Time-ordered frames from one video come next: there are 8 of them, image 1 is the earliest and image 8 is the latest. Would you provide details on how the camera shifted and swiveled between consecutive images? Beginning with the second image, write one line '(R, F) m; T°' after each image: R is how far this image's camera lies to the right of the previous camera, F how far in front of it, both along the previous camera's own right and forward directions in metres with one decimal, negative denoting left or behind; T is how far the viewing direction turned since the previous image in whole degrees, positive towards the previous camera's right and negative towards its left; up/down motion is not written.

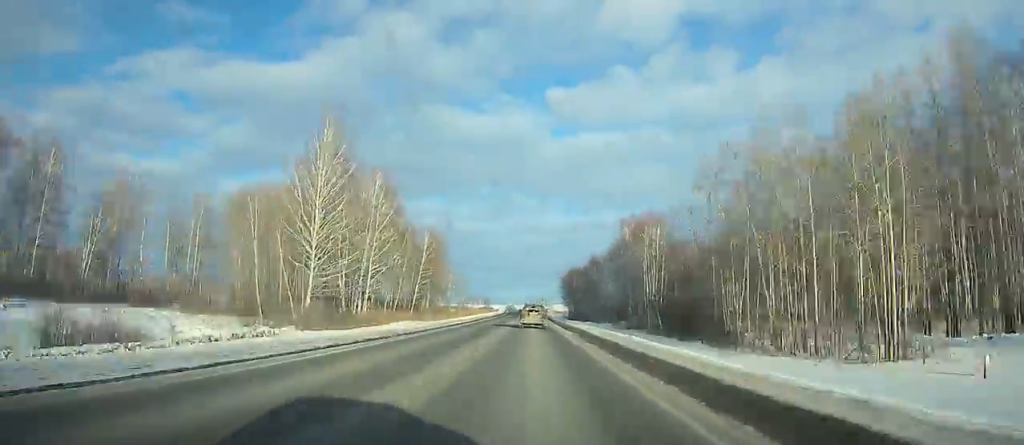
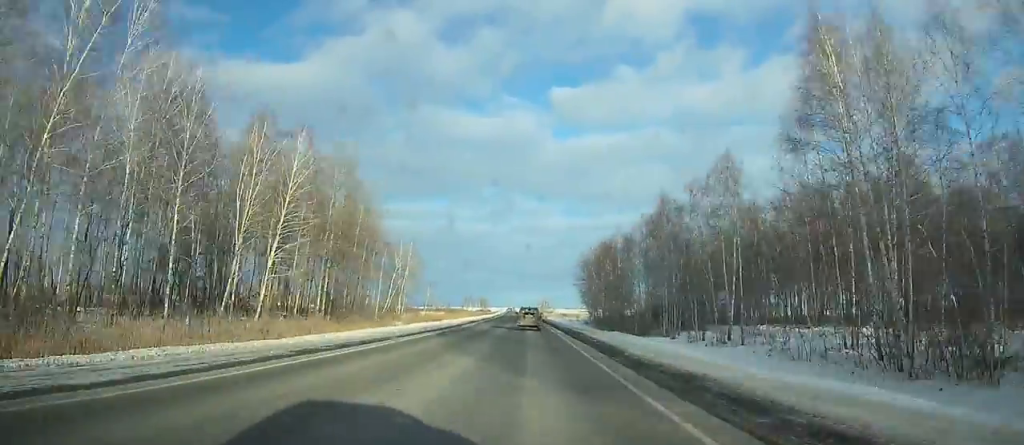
(-0.3, +58.0) m; -1°
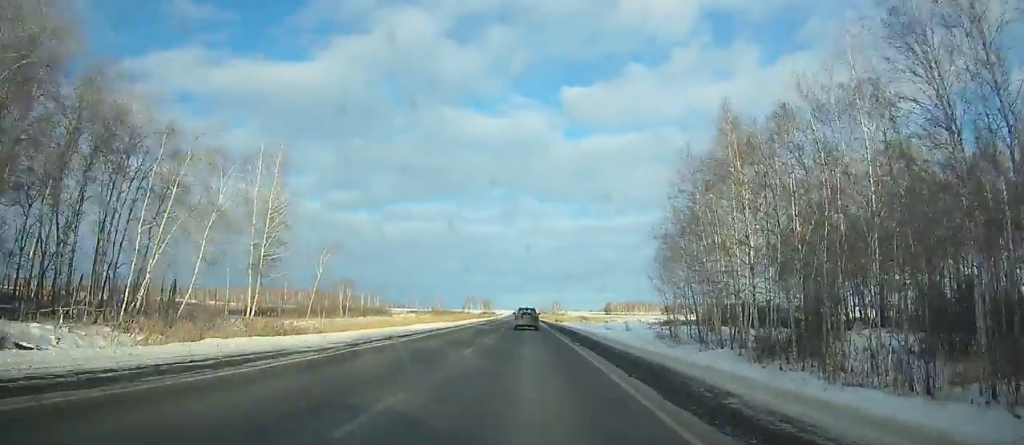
(-0.3, +62.0) m; -1°
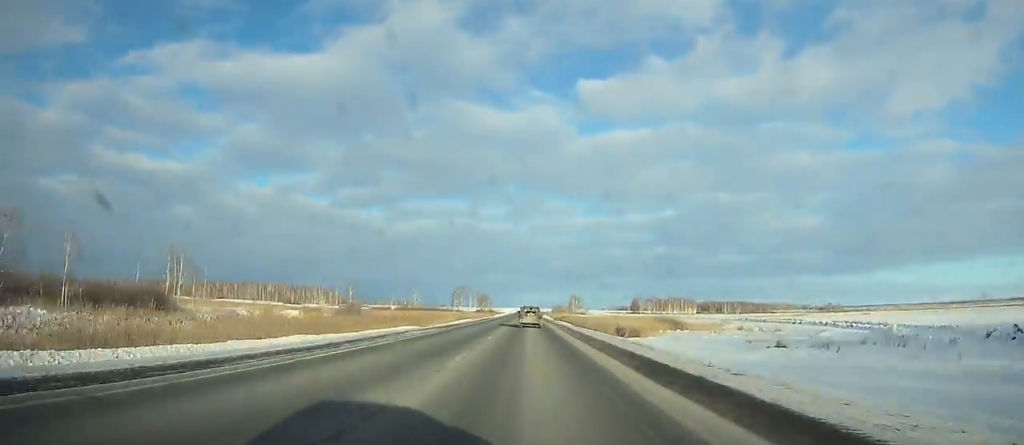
(-1.1, +124.6) m; -1°
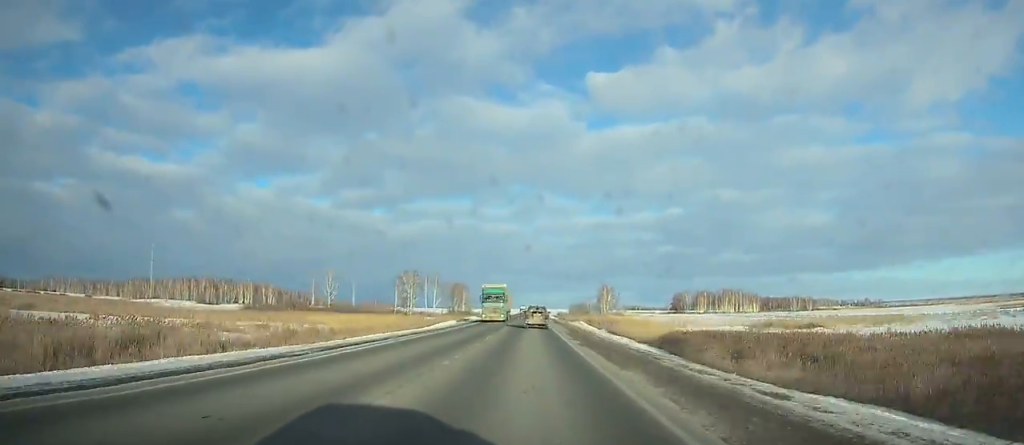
(-0.6, +155.0) m; 0°
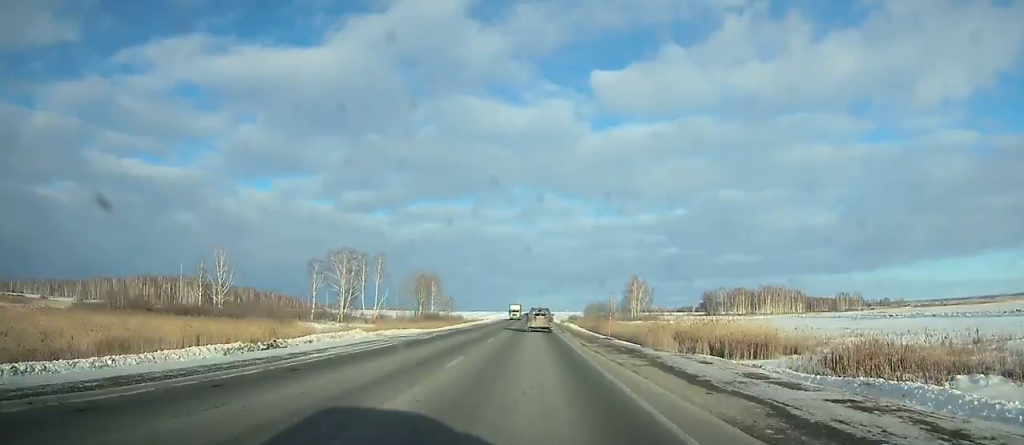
(-0.1, +69.6) m; 0°
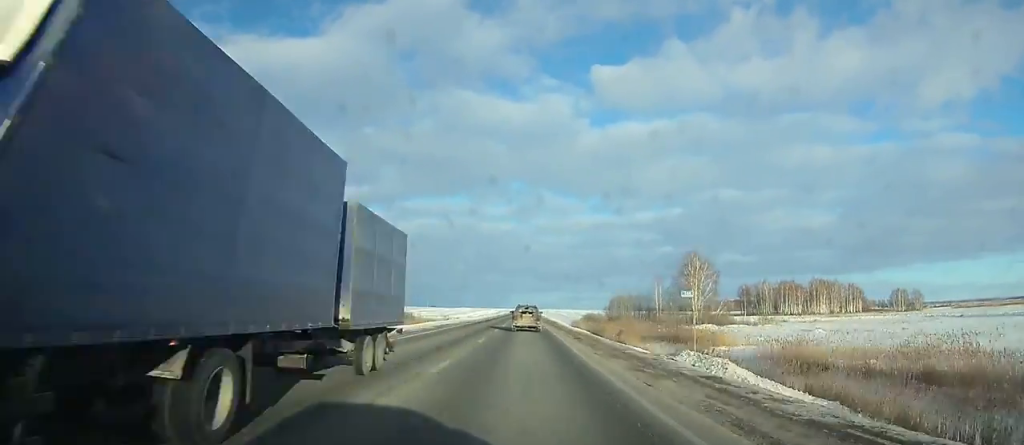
(+0.1, +72.7) m; 0°
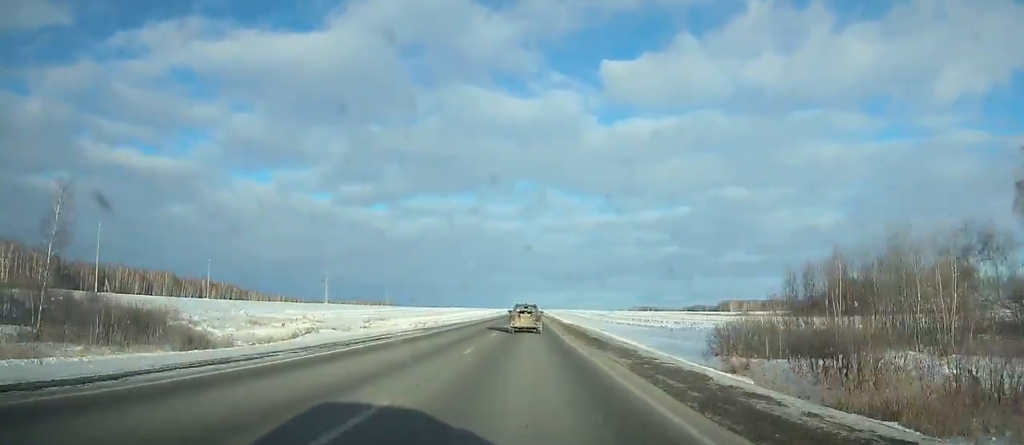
(+0.2, +90.3) m; 0°
